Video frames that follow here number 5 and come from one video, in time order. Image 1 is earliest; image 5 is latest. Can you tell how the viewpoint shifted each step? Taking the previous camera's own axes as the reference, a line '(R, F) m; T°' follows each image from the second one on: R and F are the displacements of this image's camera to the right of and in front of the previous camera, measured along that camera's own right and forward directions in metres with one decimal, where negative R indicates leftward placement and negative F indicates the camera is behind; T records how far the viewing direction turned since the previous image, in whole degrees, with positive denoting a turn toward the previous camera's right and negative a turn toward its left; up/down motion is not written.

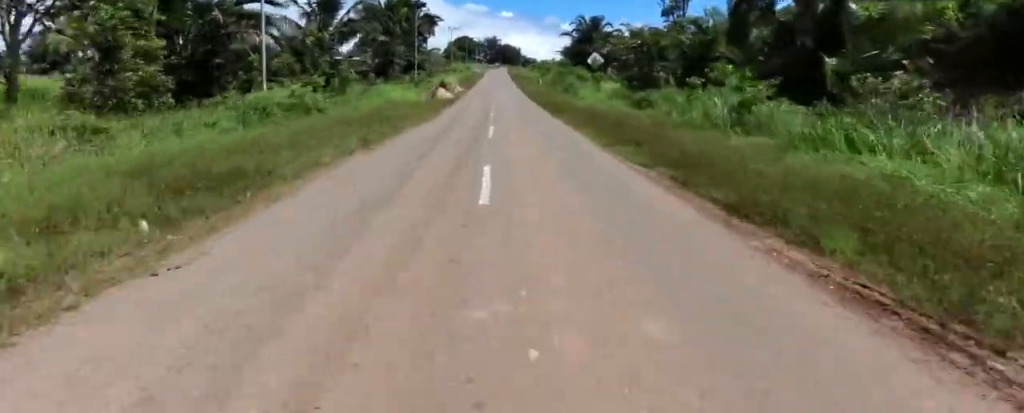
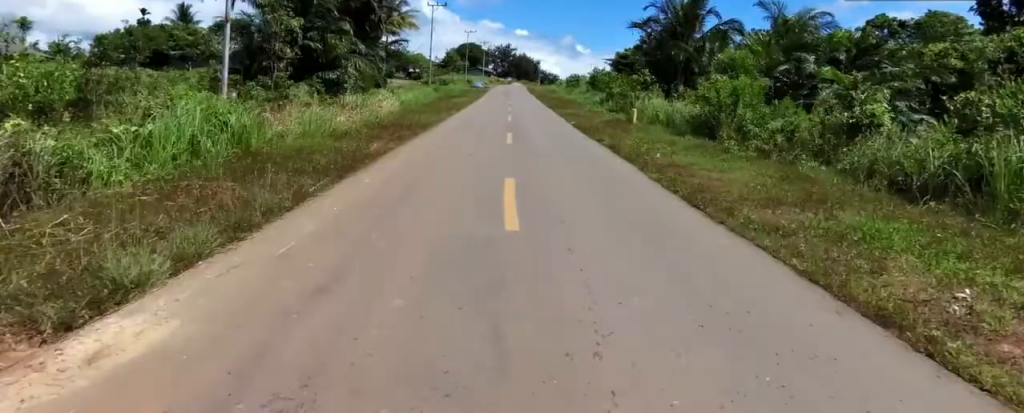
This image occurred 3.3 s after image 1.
(-2.7, +46.7) m; +1°
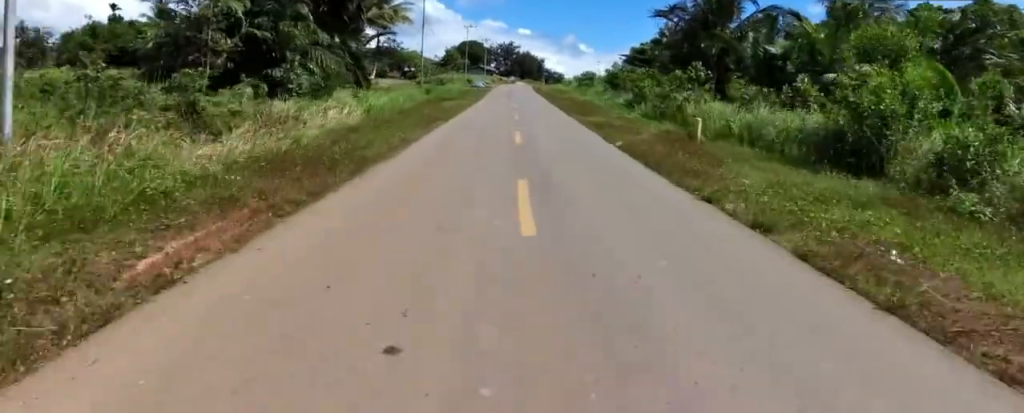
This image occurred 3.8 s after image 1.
(+0.8, +8.3) m; 0°
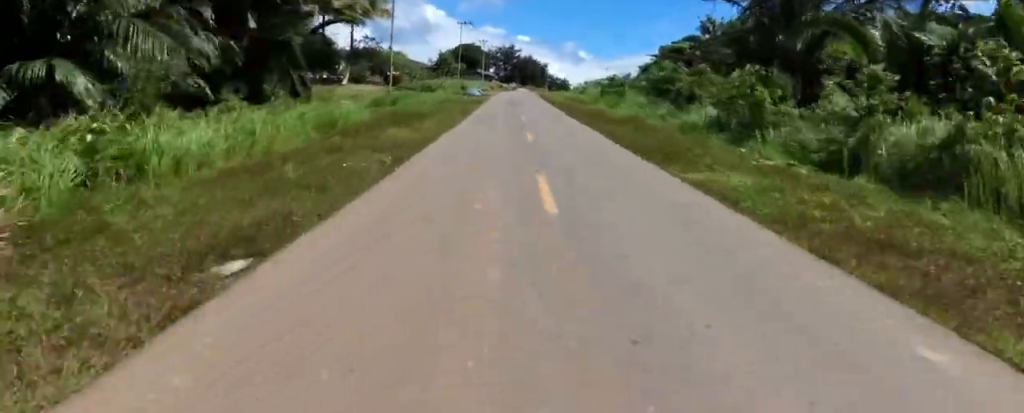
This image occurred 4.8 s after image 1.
(-0.6, +13.9) m; -4°
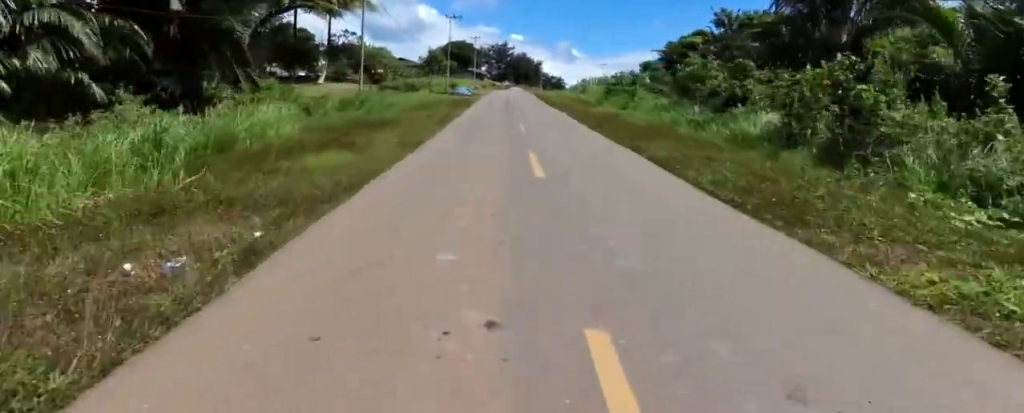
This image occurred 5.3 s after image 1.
(-0.3, +6.3) m; -2°
